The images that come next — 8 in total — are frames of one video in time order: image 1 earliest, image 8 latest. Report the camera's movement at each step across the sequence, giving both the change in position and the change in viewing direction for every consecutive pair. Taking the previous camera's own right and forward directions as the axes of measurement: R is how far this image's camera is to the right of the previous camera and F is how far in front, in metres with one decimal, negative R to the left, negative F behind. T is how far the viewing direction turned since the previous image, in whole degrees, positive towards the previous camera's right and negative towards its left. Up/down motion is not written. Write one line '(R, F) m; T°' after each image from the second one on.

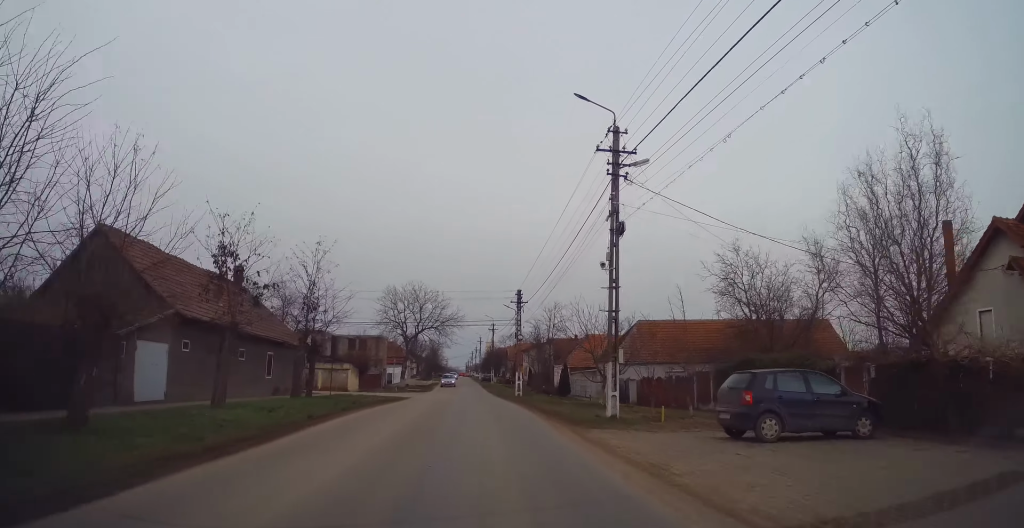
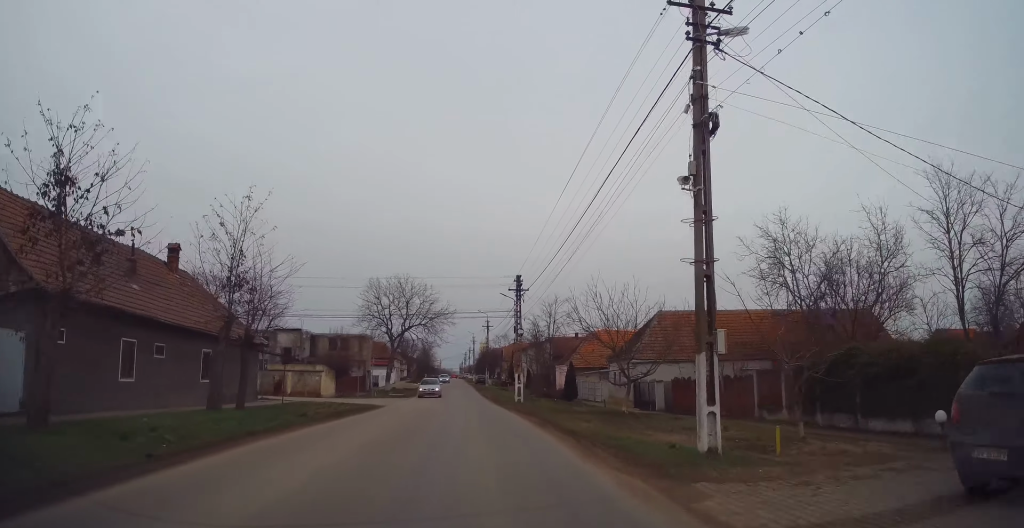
(-0.2, +7.0) m; 0°
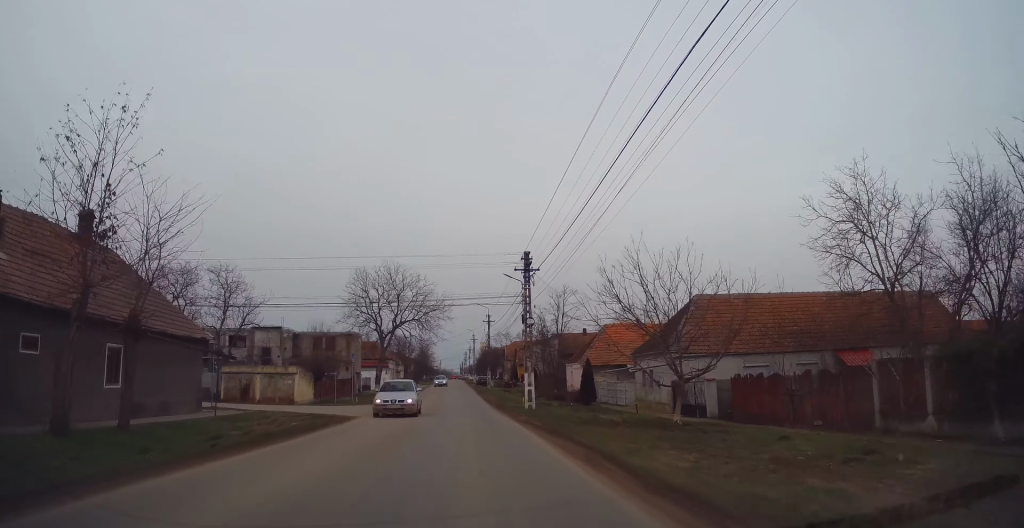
(+0.1, +7.0) m; 0°
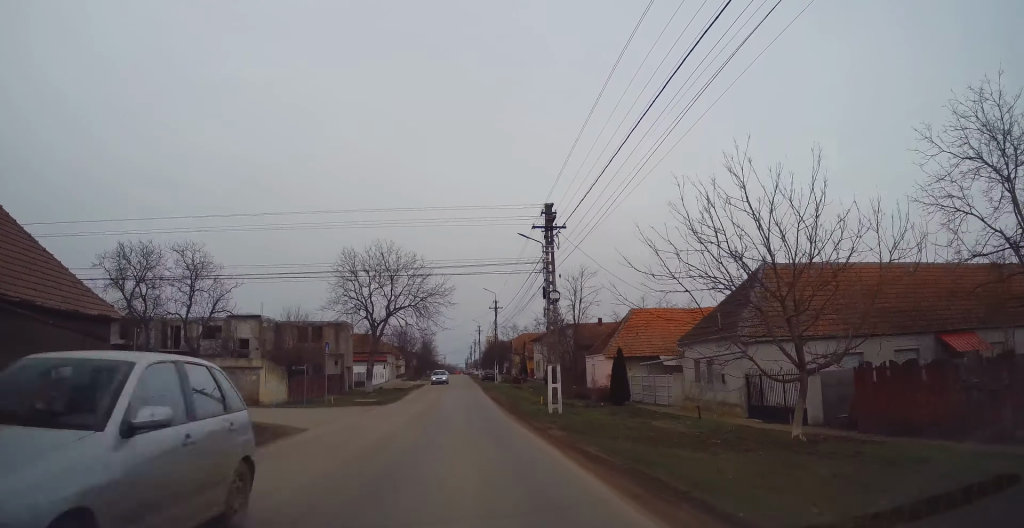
(-0.1, +7.5) m; -2°
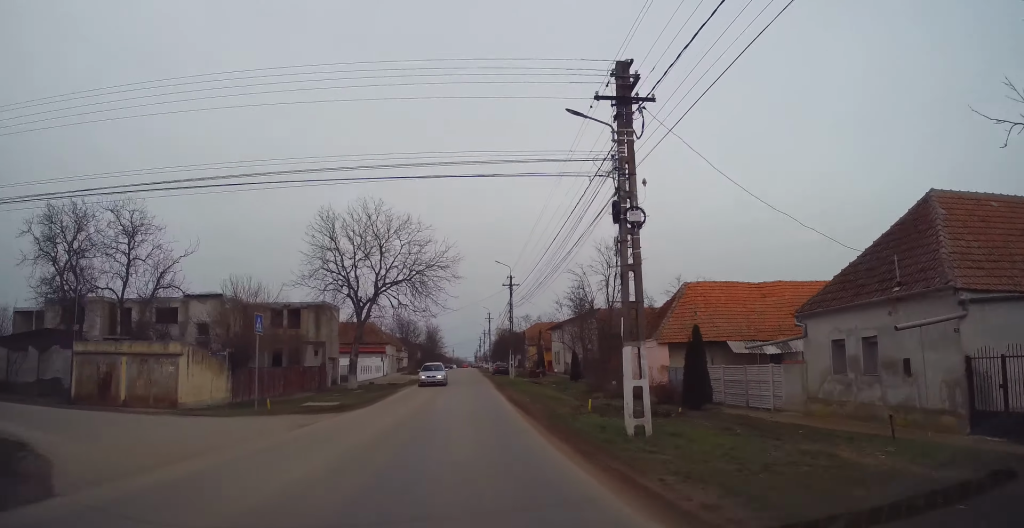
(-0.3, +10.1) m; -2°
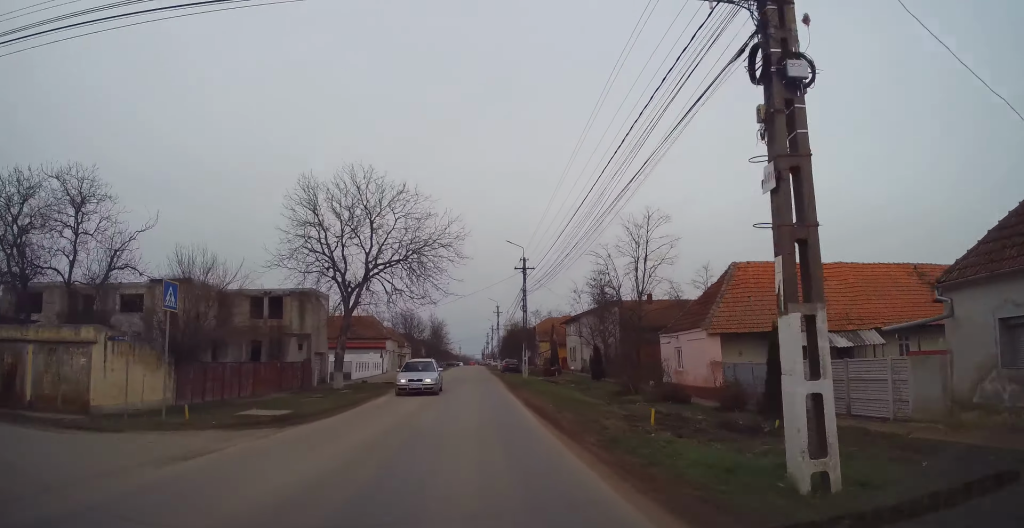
(-0.1, +6.0) m; 0°
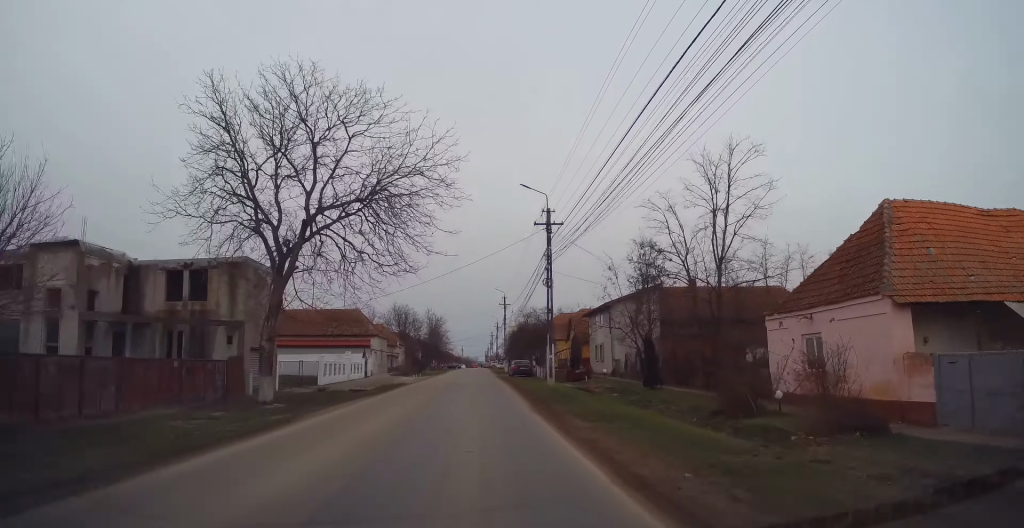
(+0.2, +13.0) m; +1°
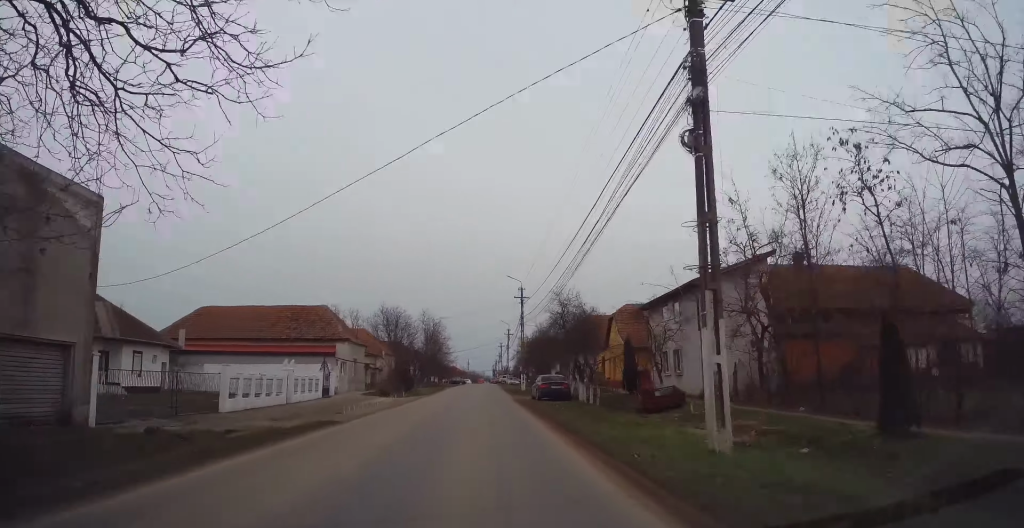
(-0.1, +18.3) m; -1°
